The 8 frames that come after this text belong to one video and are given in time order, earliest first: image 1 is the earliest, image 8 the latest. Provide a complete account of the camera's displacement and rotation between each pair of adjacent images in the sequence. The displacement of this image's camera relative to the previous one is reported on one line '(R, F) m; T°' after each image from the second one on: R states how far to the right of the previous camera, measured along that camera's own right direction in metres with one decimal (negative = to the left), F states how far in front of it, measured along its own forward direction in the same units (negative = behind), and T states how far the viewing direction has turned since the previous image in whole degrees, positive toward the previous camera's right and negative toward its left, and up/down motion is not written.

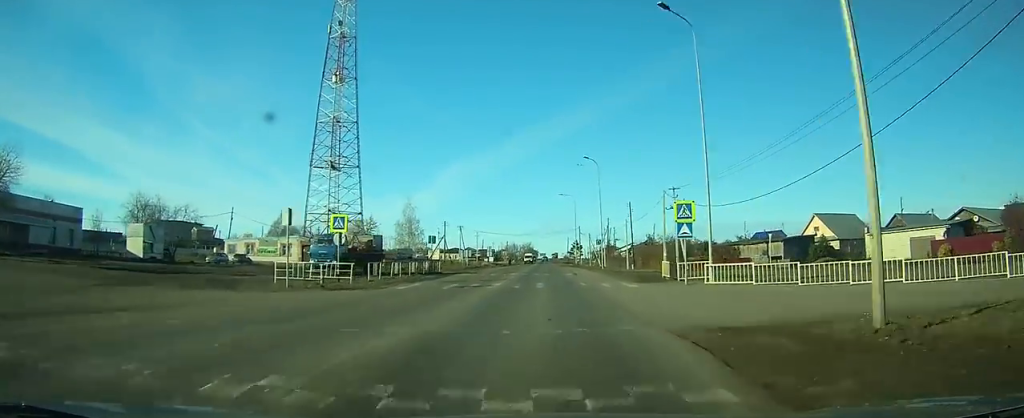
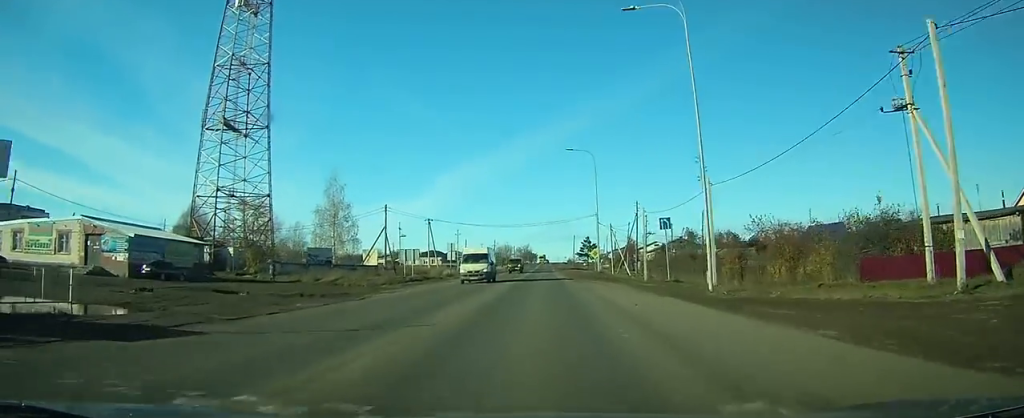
(+2.1, +44.8) m; +3°
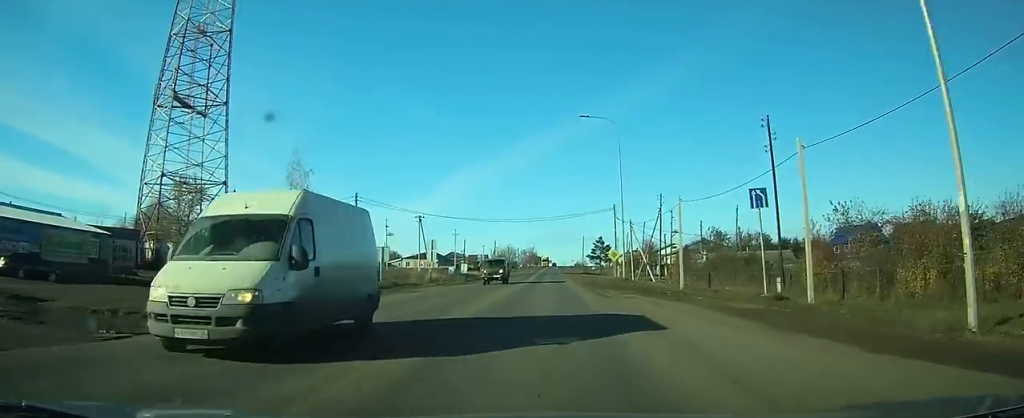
(0.0, +15.9) m; 0°
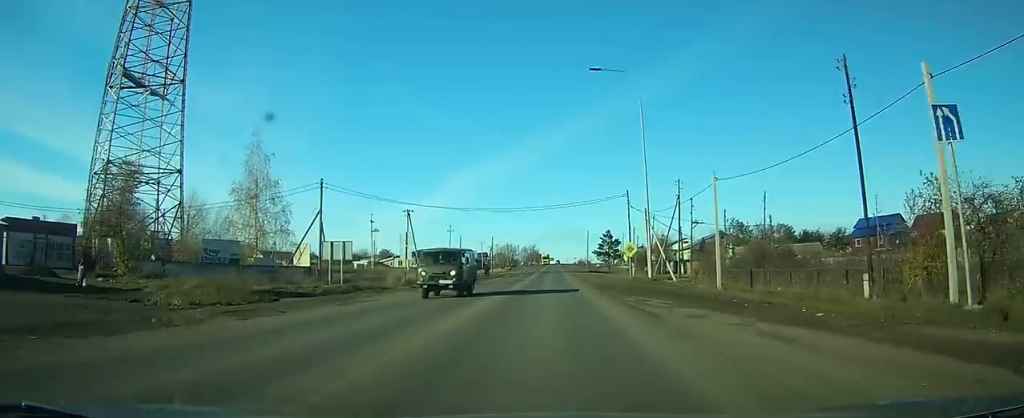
(0.0, +9.8) m; 0°
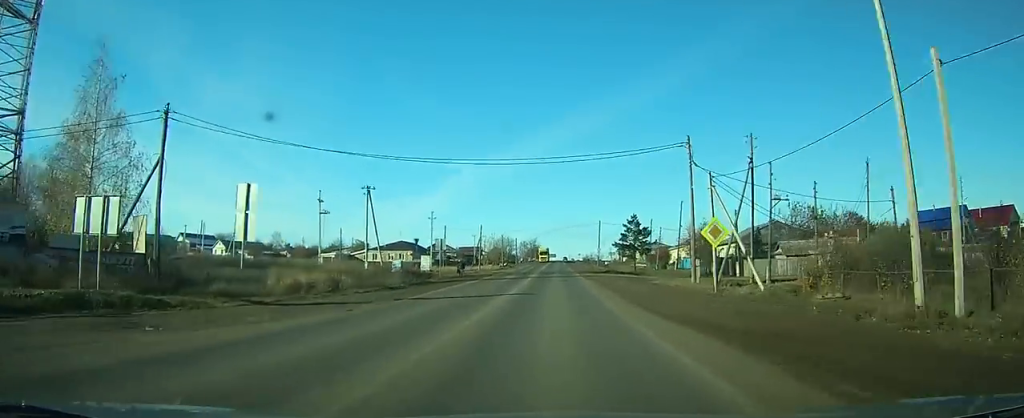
(-0.2, +21.3) m; 0°
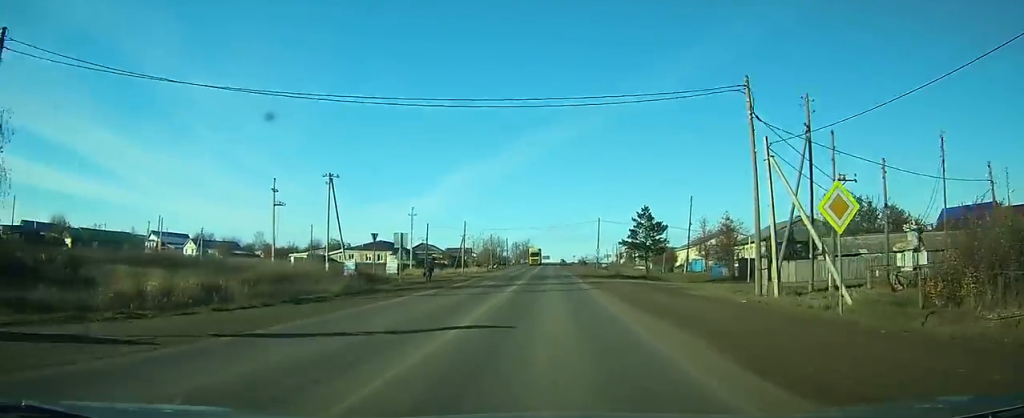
(+0.1, +10.3) m; 0°
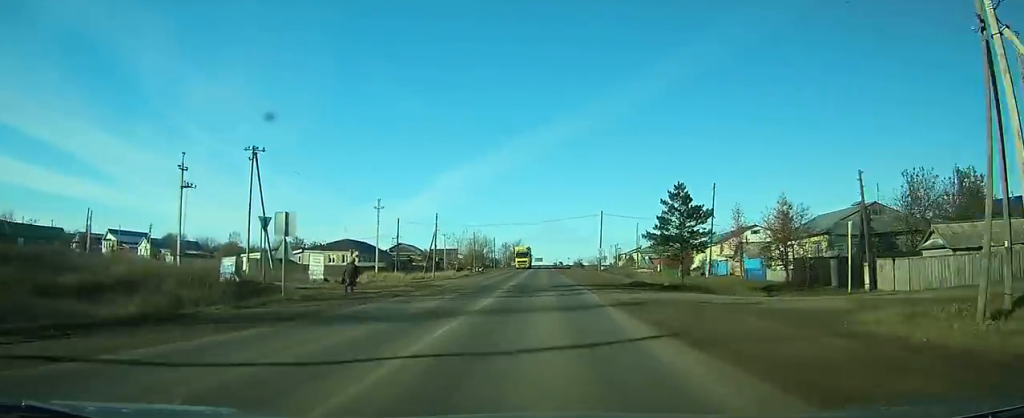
(0.0, +13.8) m; 0°
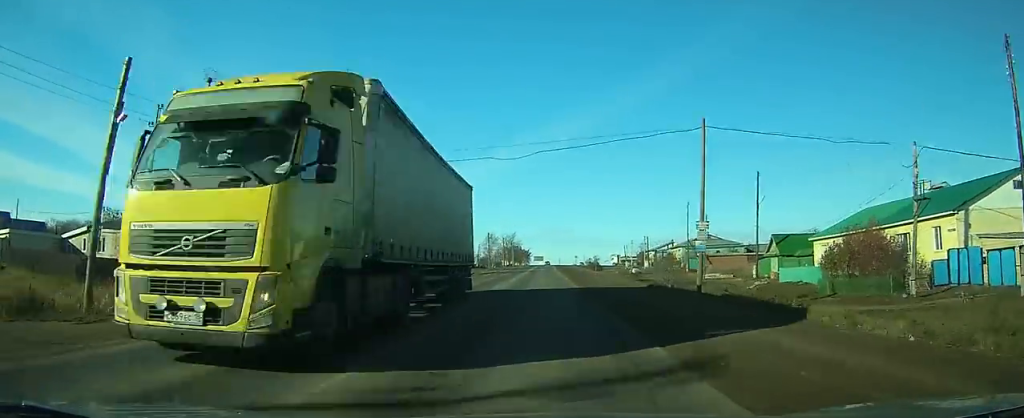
(+0.1, +47.0) m; 0°
